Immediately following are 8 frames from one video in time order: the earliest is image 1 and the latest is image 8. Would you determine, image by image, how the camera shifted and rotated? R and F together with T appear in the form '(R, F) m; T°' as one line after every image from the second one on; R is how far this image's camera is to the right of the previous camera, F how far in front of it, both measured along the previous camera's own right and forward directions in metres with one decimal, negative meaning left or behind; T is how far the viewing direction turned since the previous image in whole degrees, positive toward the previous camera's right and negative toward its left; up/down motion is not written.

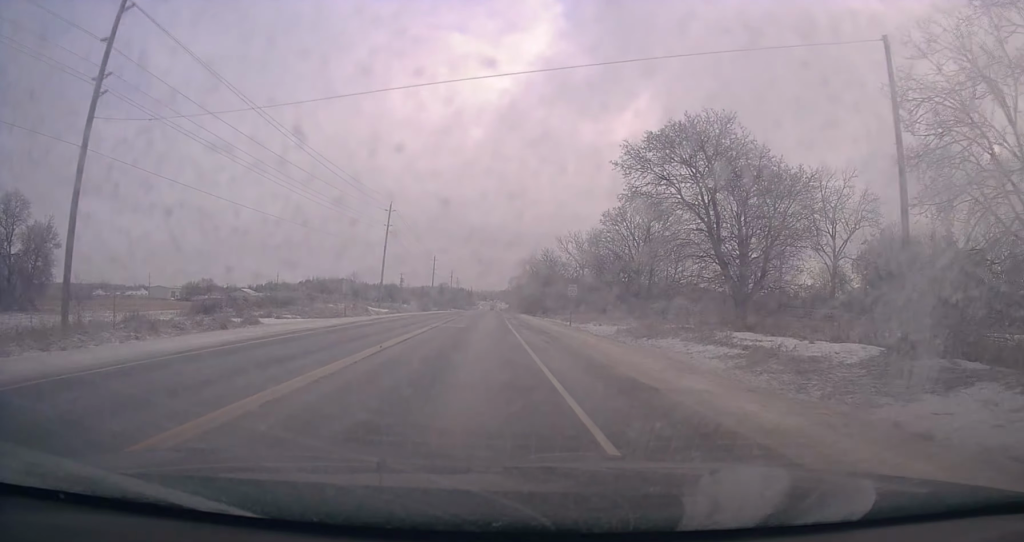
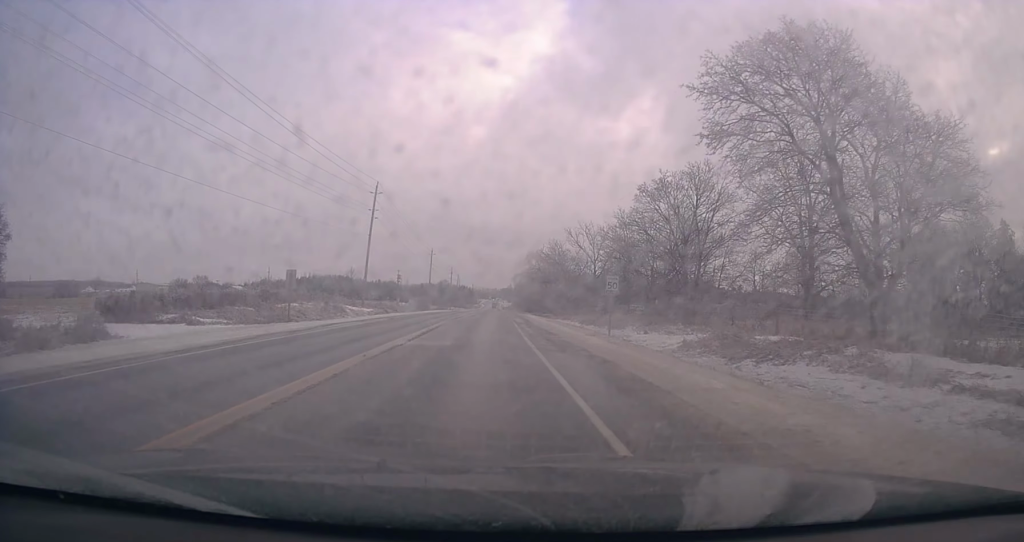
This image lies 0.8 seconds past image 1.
(0.0, +13.0) m; 0°
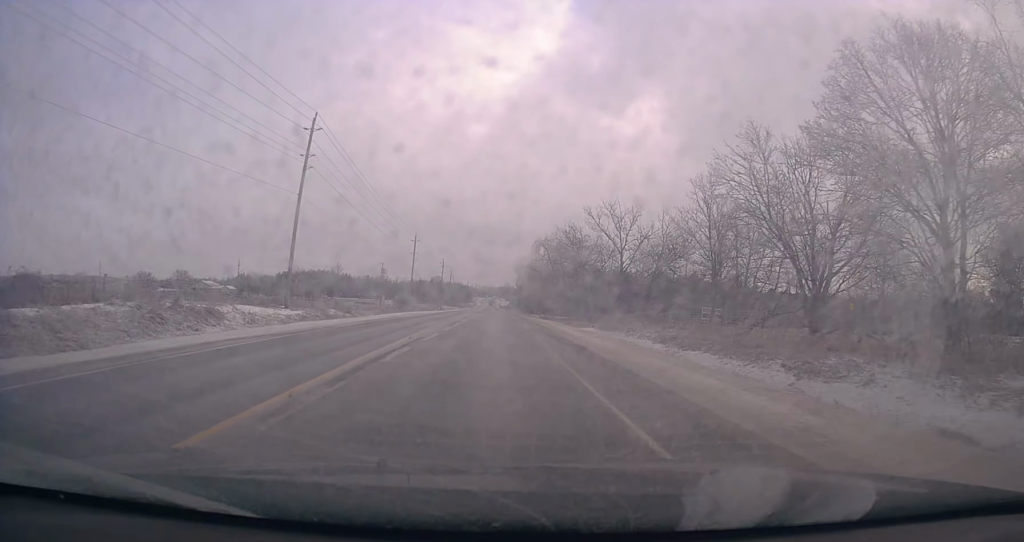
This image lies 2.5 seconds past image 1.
(-0.9, +26.9) m; -2°
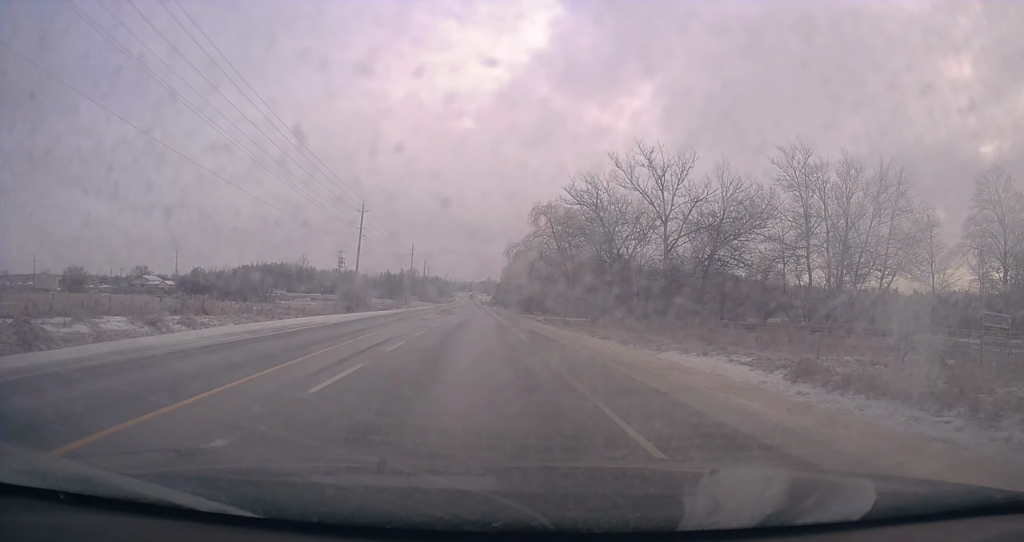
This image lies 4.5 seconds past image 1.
(+1.0, +32.9) m; +2°
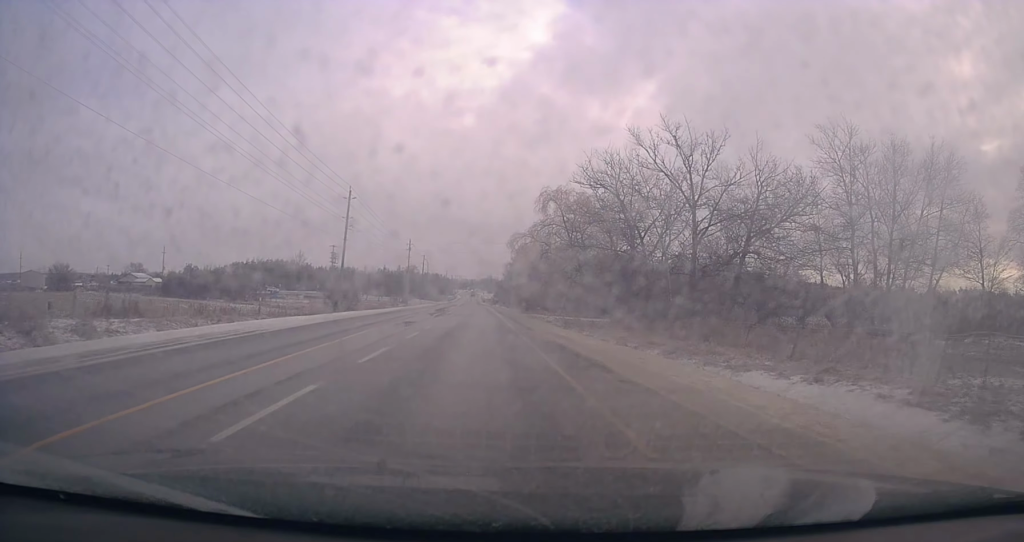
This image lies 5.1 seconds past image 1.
(0.0, +8.8) m; 0°
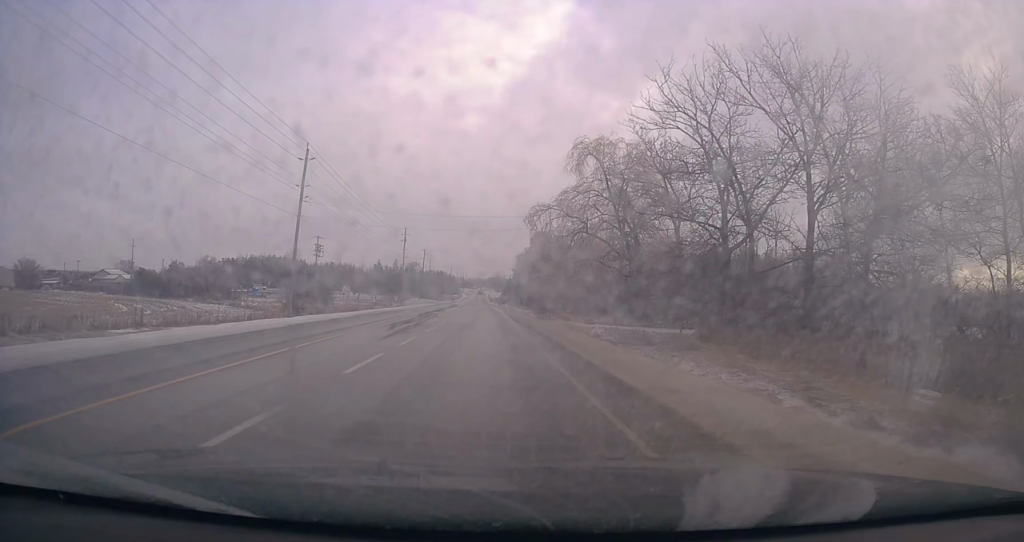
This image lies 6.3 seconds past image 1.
(+0.1, +20.5) m; 0°
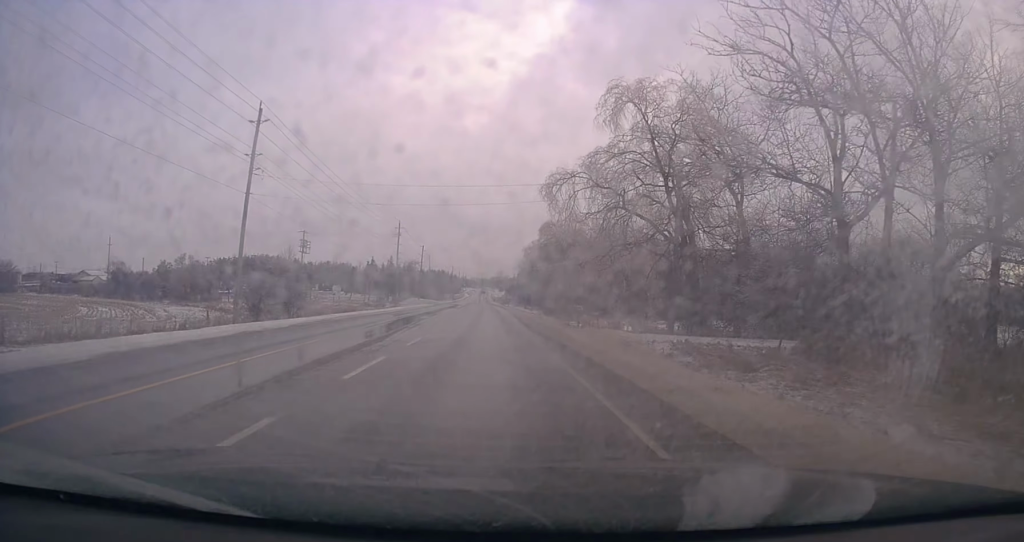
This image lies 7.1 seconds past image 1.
(0.0, +12.4) m; -1°
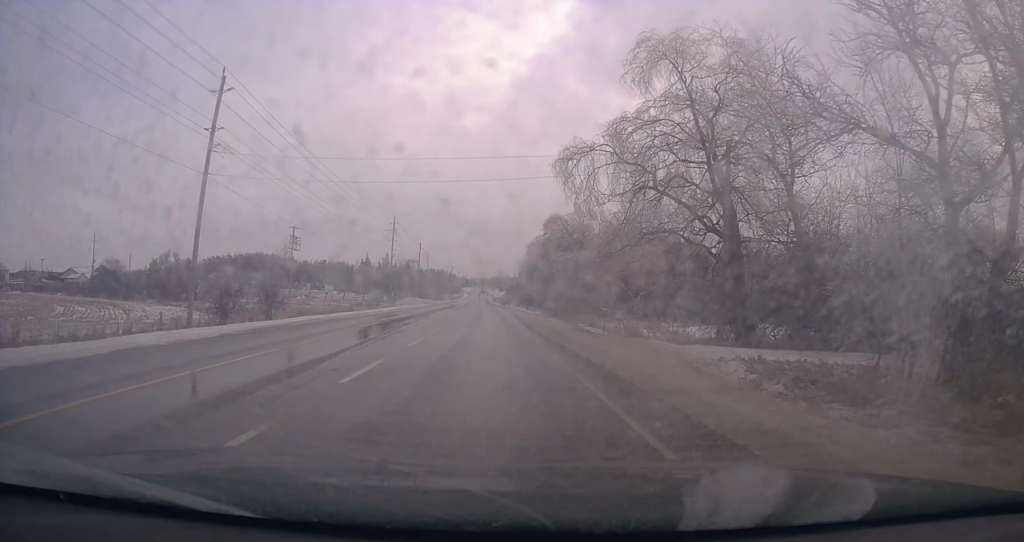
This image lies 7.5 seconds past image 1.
(+0.1, +6.6) m; -1°
